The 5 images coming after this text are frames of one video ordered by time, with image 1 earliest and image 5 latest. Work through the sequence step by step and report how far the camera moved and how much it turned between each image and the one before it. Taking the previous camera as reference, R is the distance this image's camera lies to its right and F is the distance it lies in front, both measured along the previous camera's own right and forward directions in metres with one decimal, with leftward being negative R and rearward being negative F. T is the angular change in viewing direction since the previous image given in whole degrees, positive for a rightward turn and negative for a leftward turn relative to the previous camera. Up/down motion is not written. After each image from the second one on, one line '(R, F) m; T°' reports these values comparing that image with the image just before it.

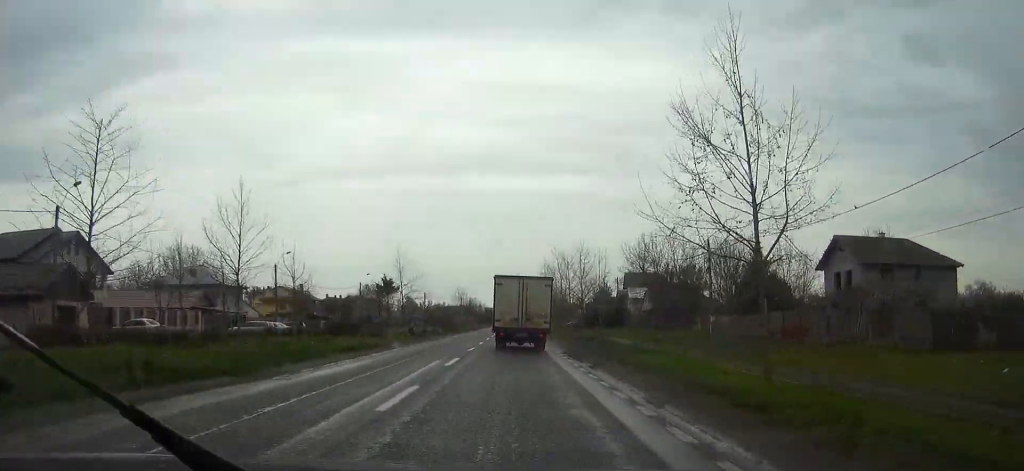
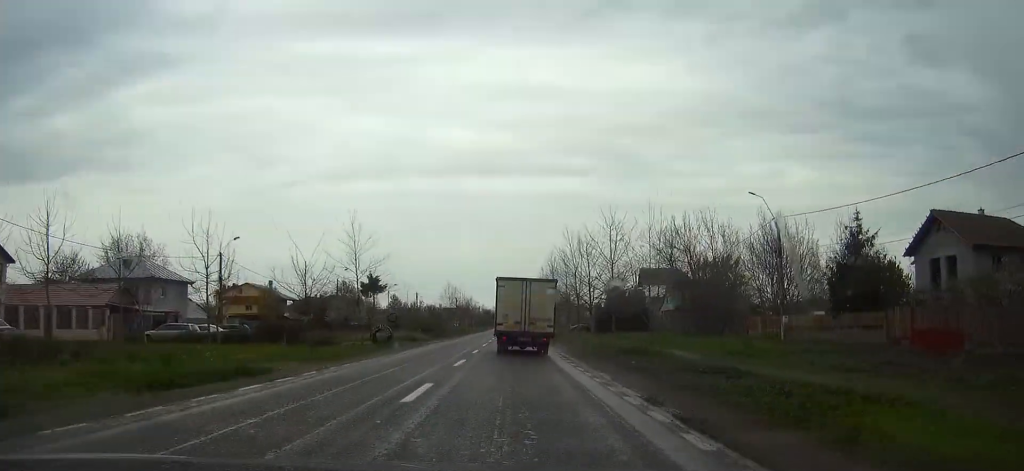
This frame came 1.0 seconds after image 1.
(-0.1, +16.4) m; 0°
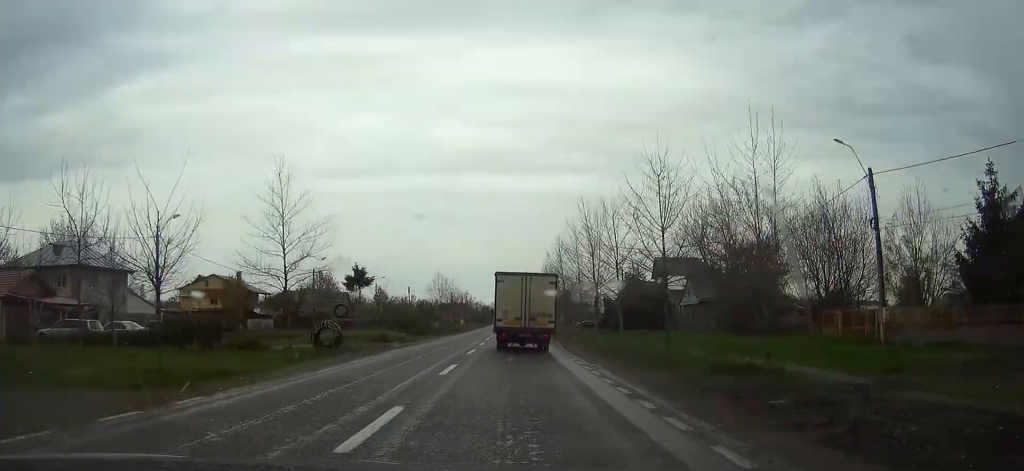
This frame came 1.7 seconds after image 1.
(0.0, +13.0) m; 0°
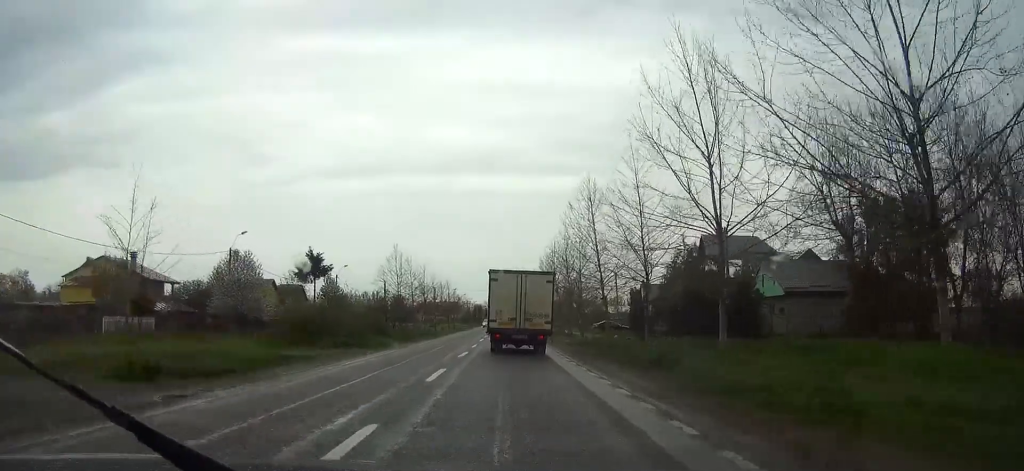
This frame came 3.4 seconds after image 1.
(+0.1, +28.7) m; +1°
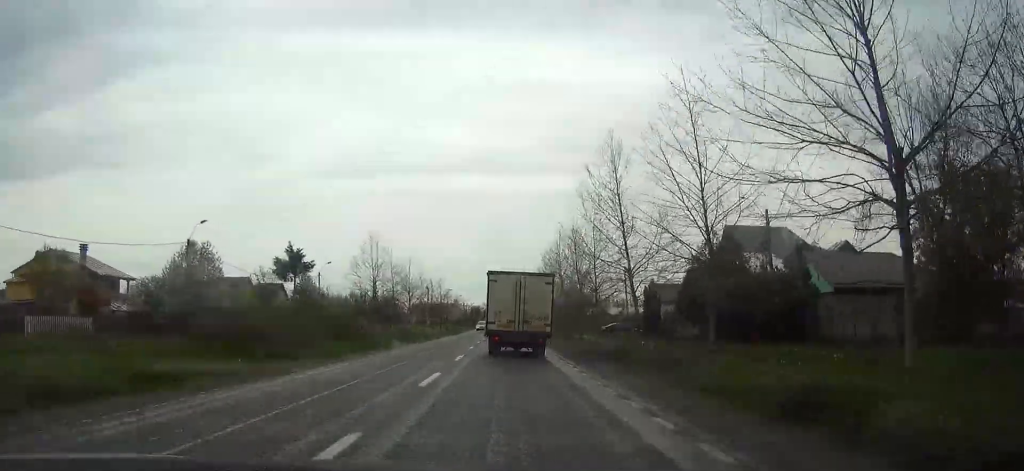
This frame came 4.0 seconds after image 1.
(0.0, +9.5) m; 0°
